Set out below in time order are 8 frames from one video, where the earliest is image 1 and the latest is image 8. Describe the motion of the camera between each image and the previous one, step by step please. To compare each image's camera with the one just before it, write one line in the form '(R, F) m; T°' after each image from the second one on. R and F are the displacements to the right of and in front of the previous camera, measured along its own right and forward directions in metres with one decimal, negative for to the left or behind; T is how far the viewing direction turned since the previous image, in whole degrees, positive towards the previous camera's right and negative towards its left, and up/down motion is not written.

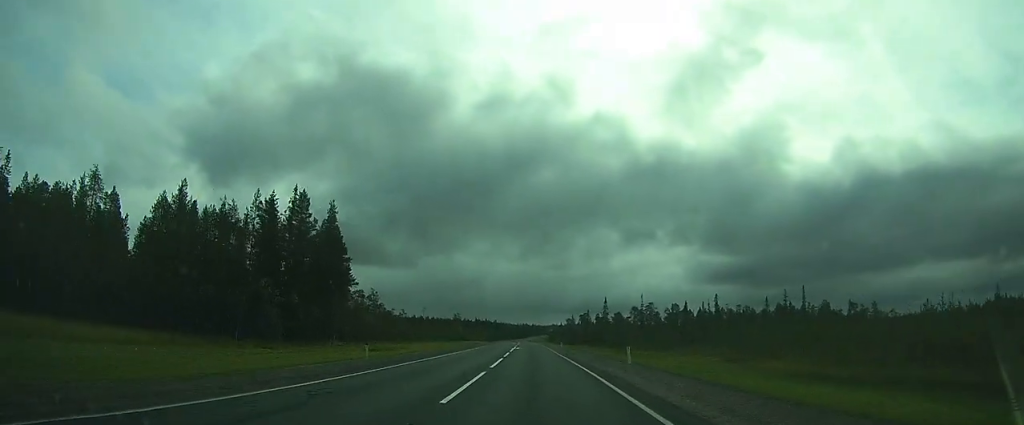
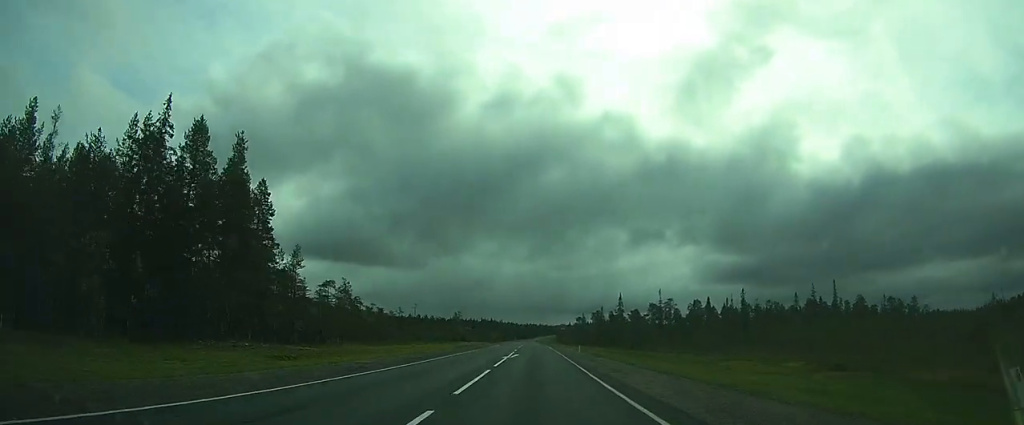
(0.0, +21.4) m; 0°
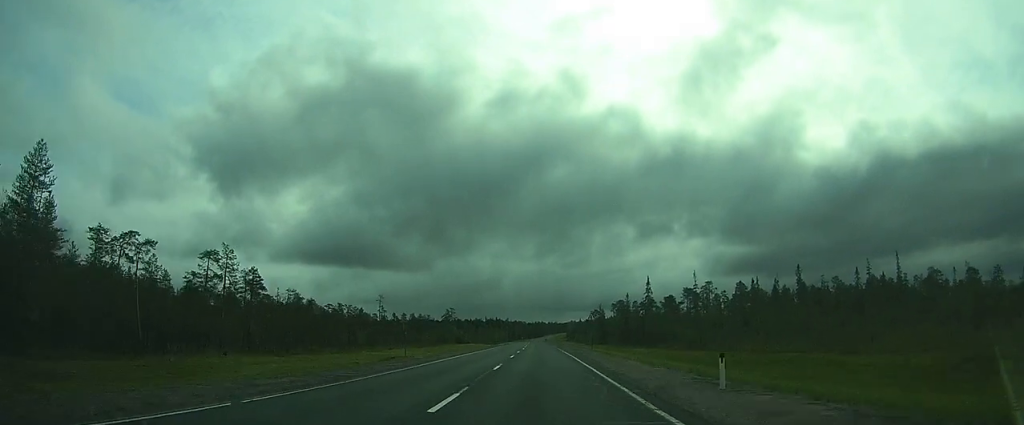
(-0.4, +39.6) m; -1°
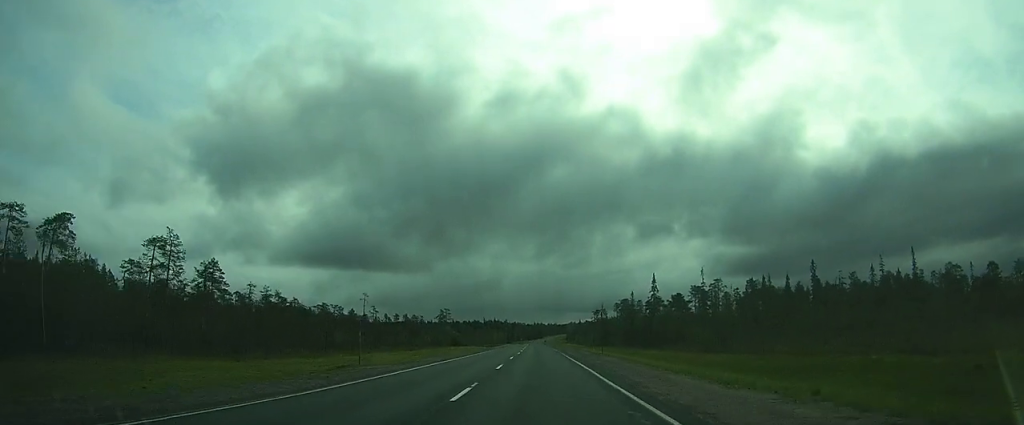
(0.0, +9.4) m; 0°
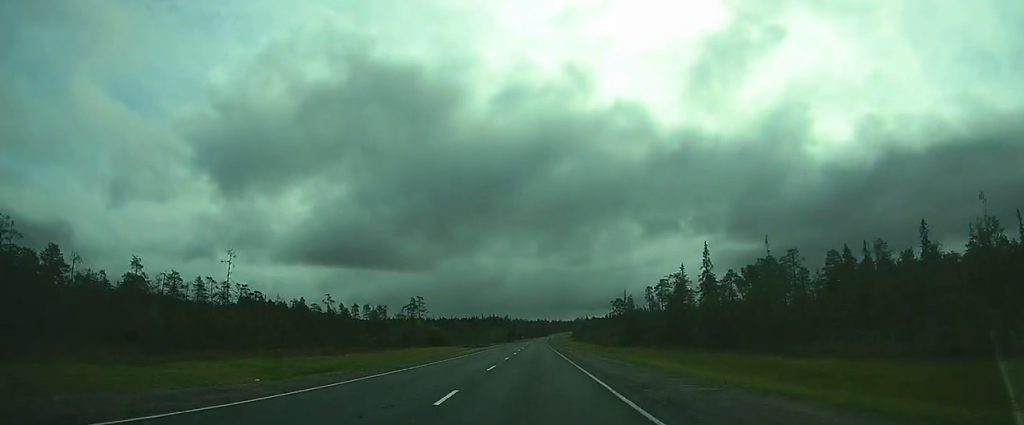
(-0.3, +46.3) m; -1°
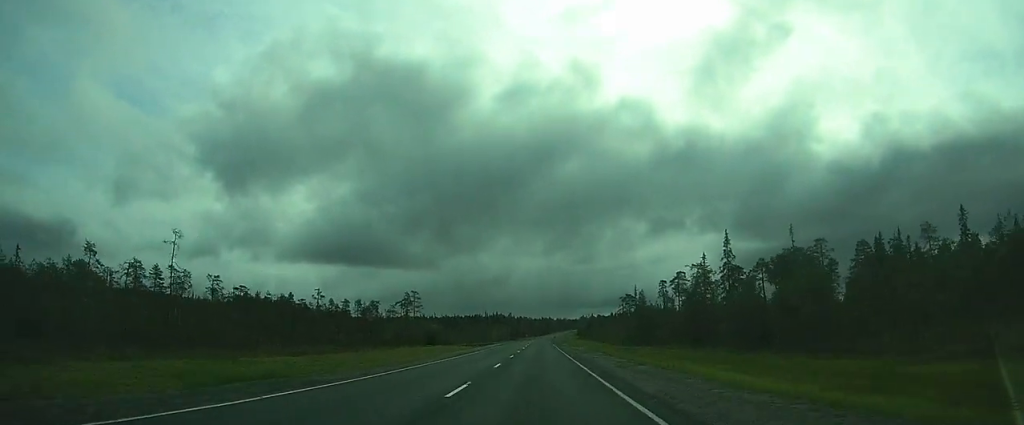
(-0.1, +10.3) m; 0°
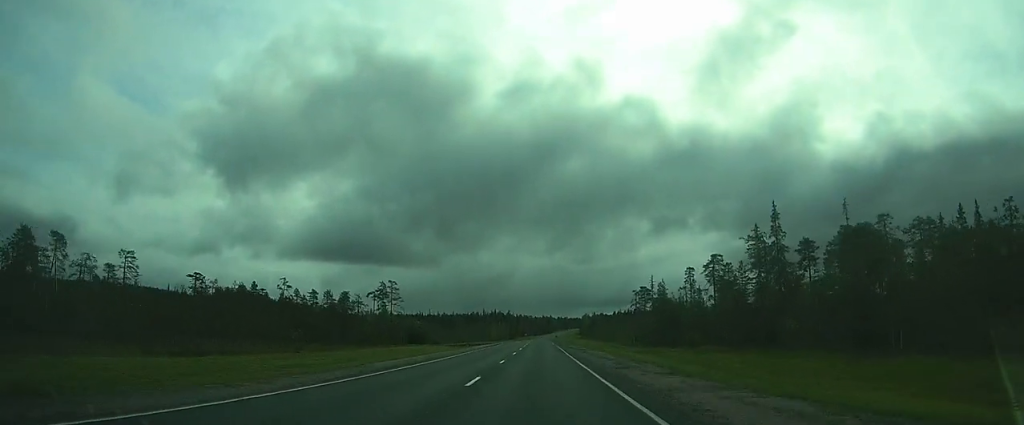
(-0.2, +20.6) m; -1°
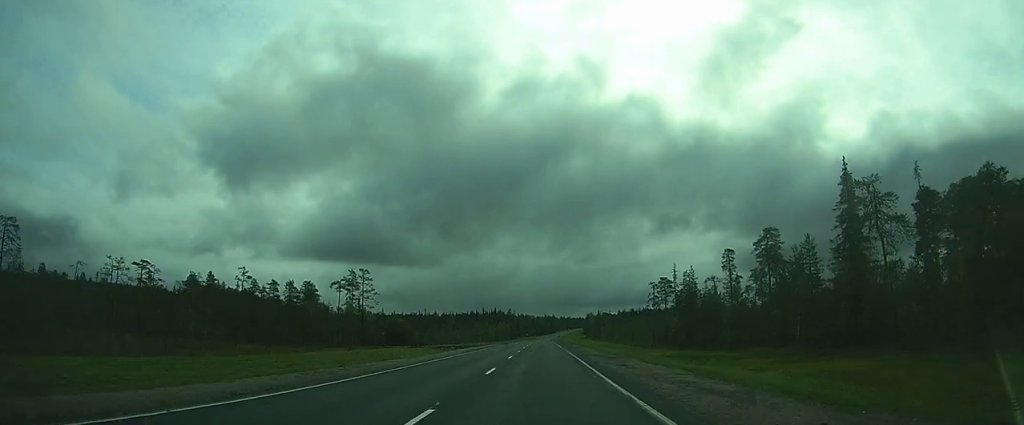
(-0.1, +19.3) m; 0°
